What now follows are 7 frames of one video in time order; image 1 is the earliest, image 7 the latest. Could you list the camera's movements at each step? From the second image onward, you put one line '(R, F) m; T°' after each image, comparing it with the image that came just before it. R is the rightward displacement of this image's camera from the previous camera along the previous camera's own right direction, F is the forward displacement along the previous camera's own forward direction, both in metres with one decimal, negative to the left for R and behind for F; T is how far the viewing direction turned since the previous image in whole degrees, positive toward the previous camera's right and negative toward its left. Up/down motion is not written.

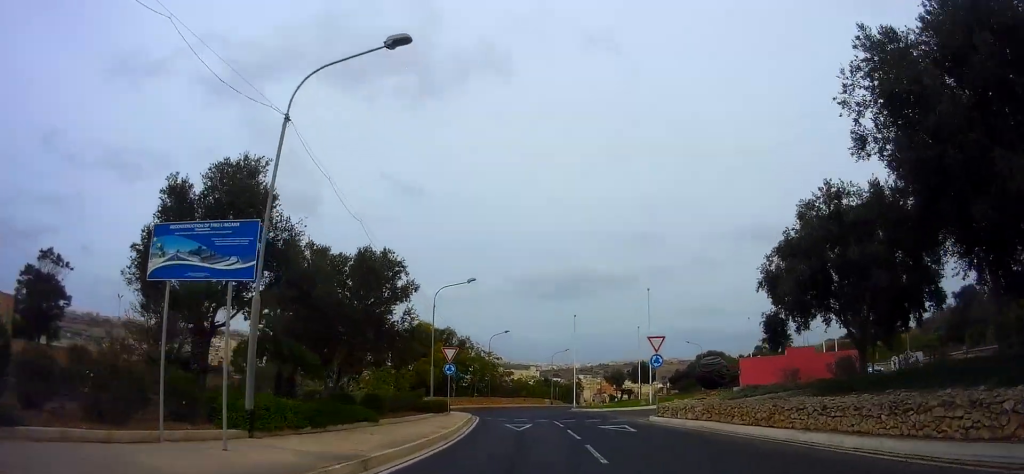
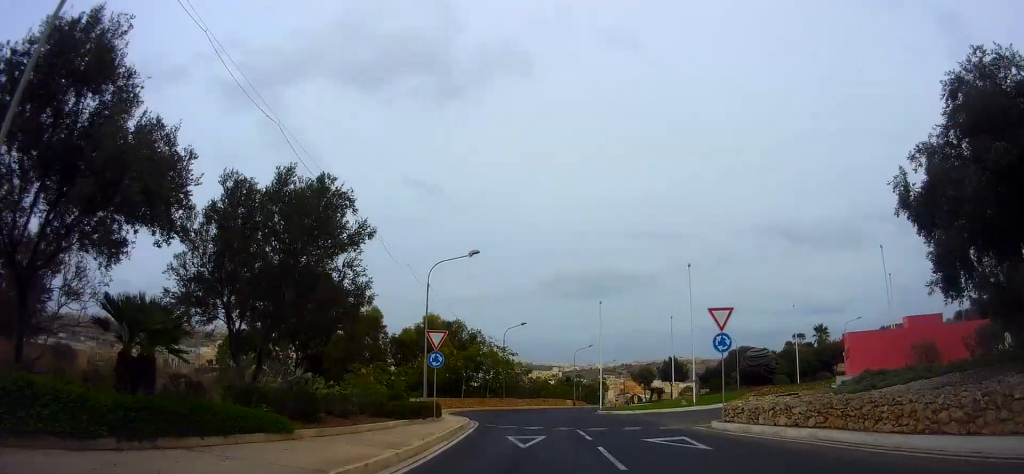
(-0.4, +7.5) m; -3°
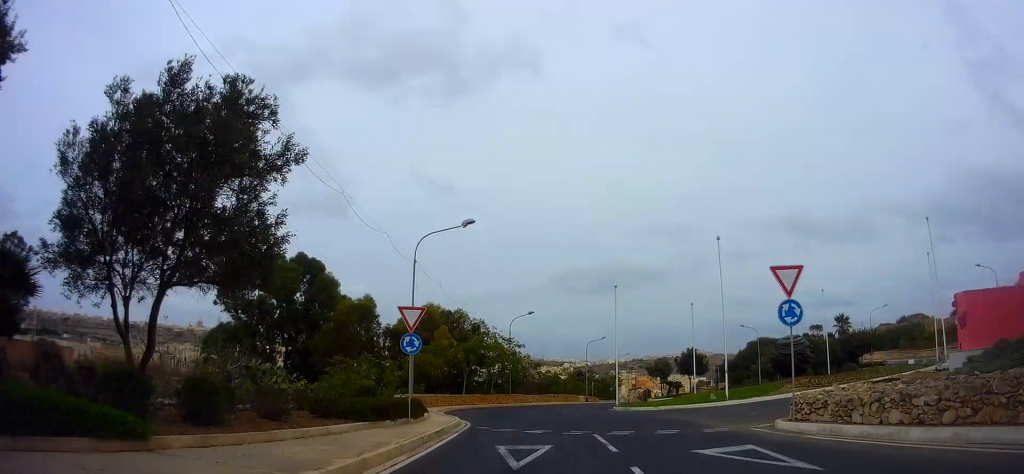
(-0.1, +5.0) m; -1°
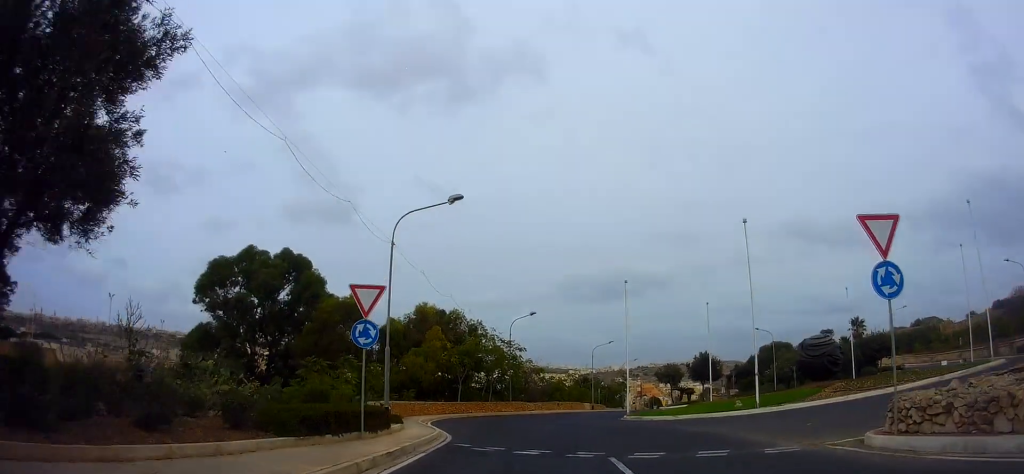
(0.0, +4.5) m; 0°
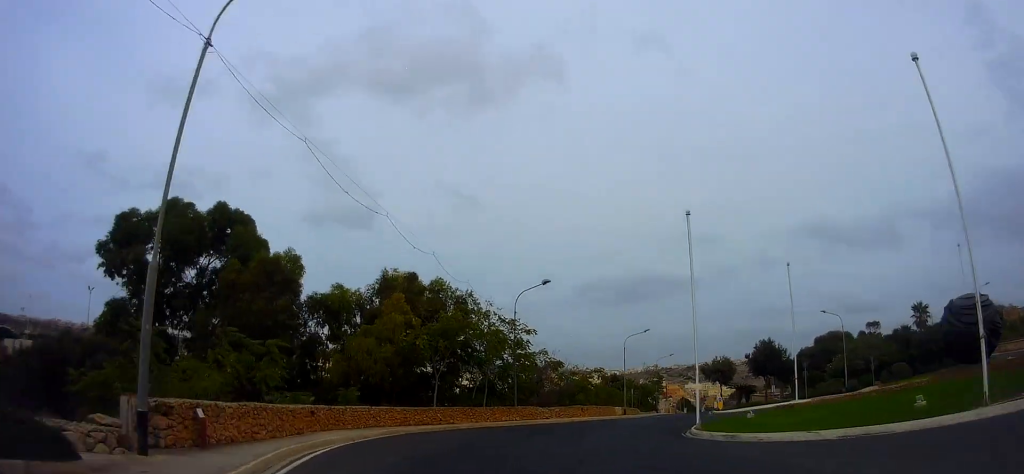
(-0.3, +15.5) m; -4°
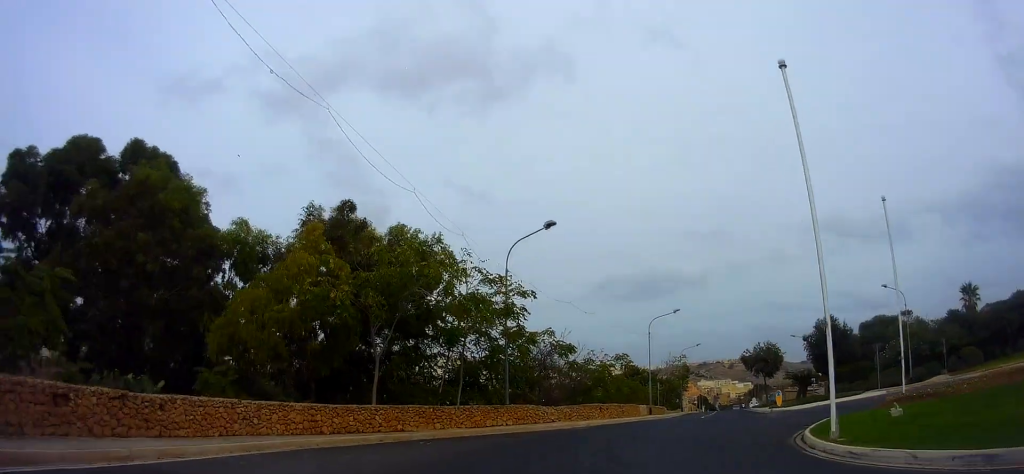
(-0.4, +10.3) m; -2°
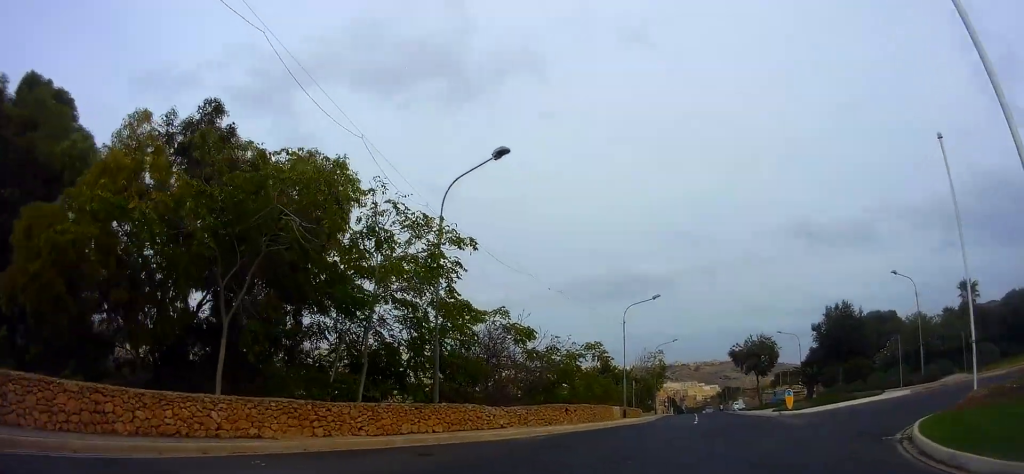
(0.0, +6.6) m; +3°
